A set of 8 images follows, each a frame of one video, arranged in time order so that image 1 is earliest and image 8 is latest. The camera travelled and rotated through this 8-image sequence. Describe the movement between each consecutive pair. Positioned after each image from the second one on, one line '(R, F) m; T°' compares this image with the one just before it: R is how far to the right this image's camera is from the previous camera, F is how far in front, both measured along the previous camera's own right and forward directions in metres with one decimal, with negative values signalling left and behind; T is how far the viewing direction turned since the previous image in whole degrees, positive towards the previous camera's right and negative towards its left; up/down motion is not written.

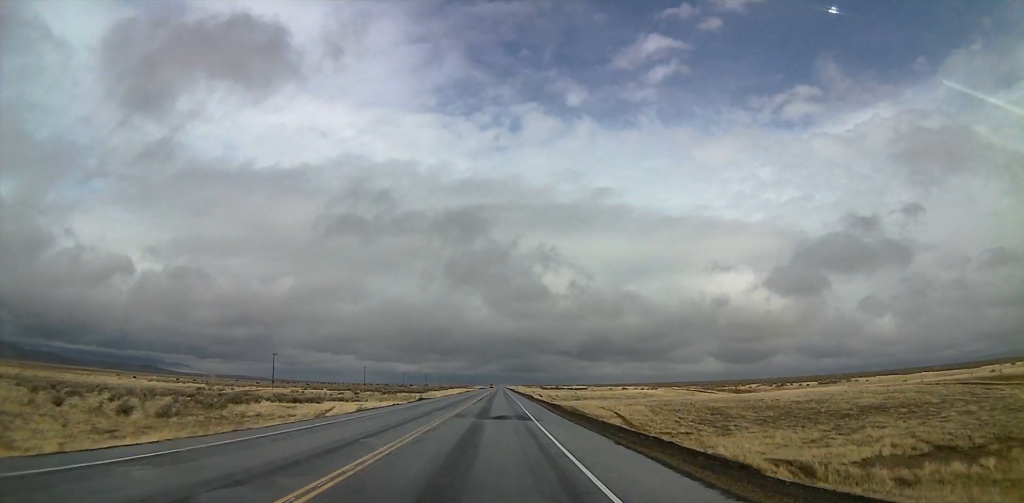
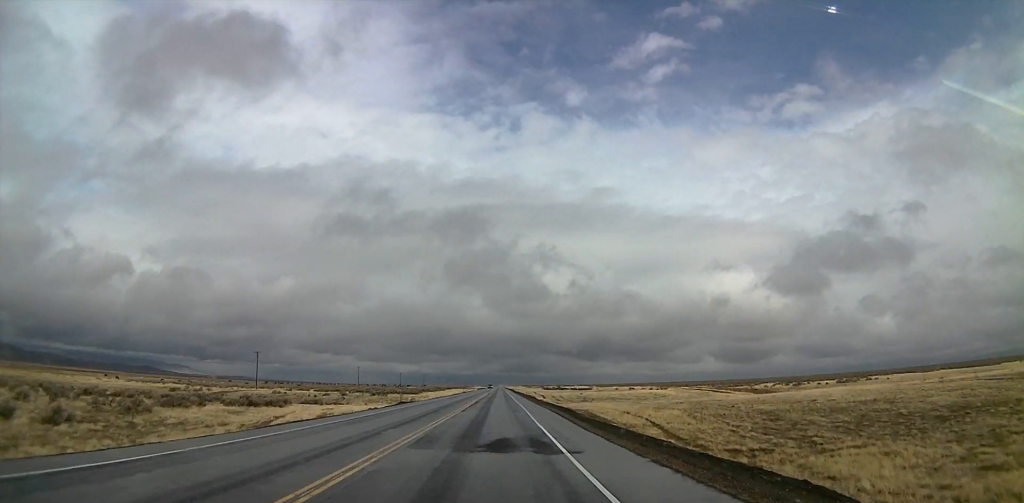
(0.0, +13.4) m; 0°
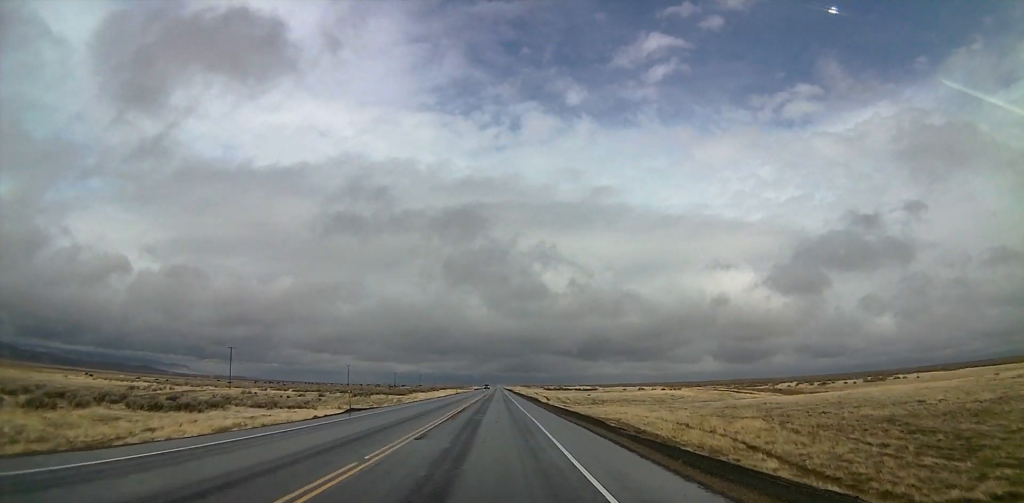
(-0.1, +17.8) m; +1°
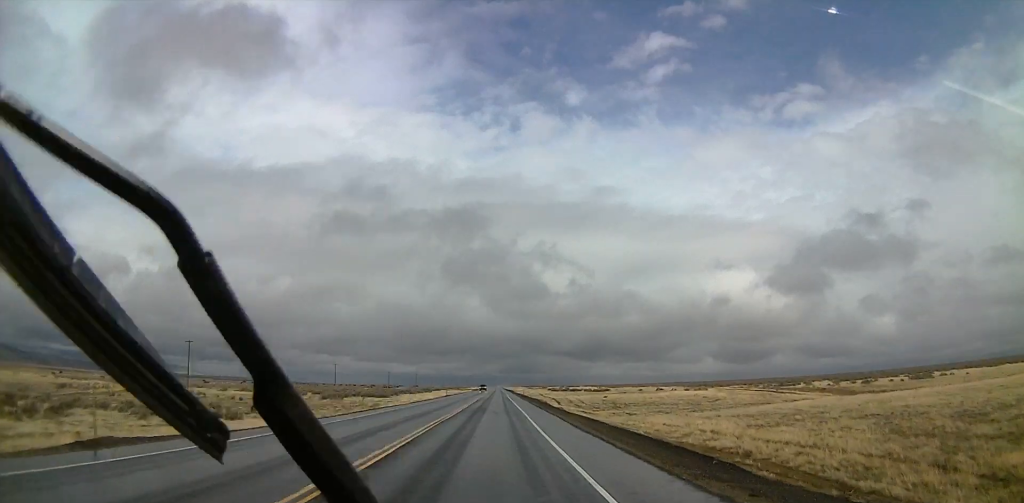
(+0.4, +23.8) m; +1°
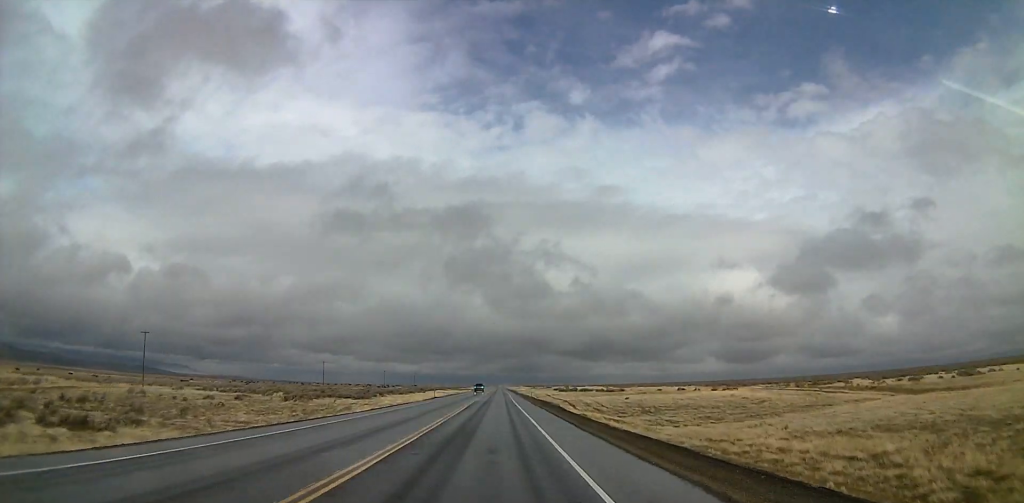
(+0.1, +19.7) m; 0°
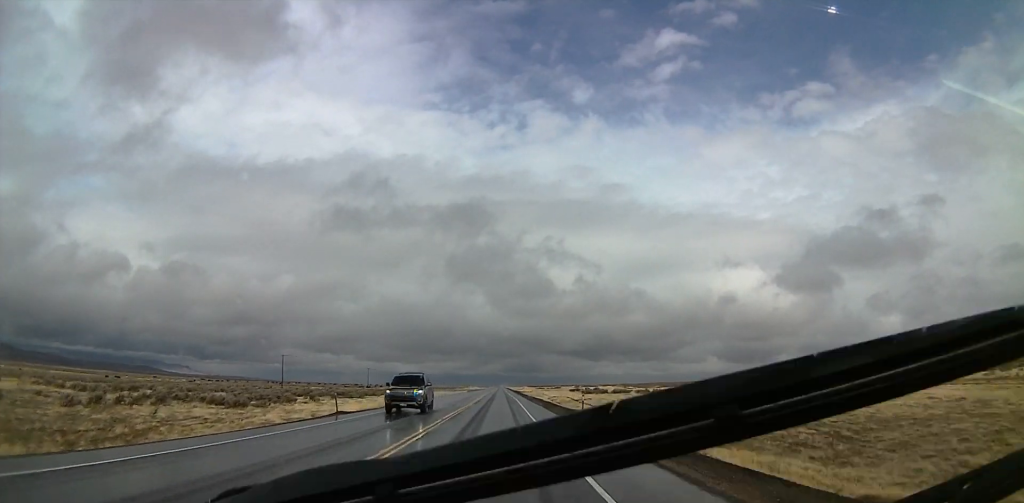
(-0.9, +44.2) m; -2°
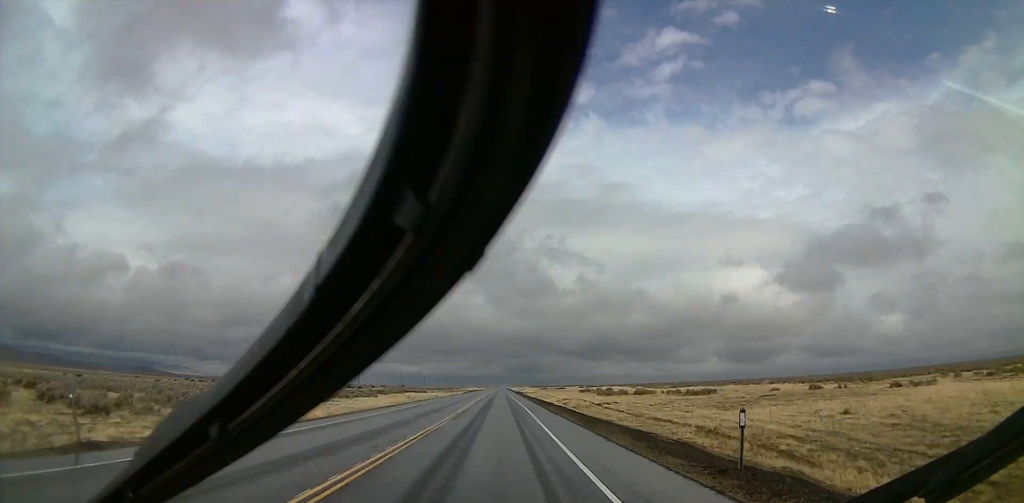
(0.0, +16.7) m; 0°
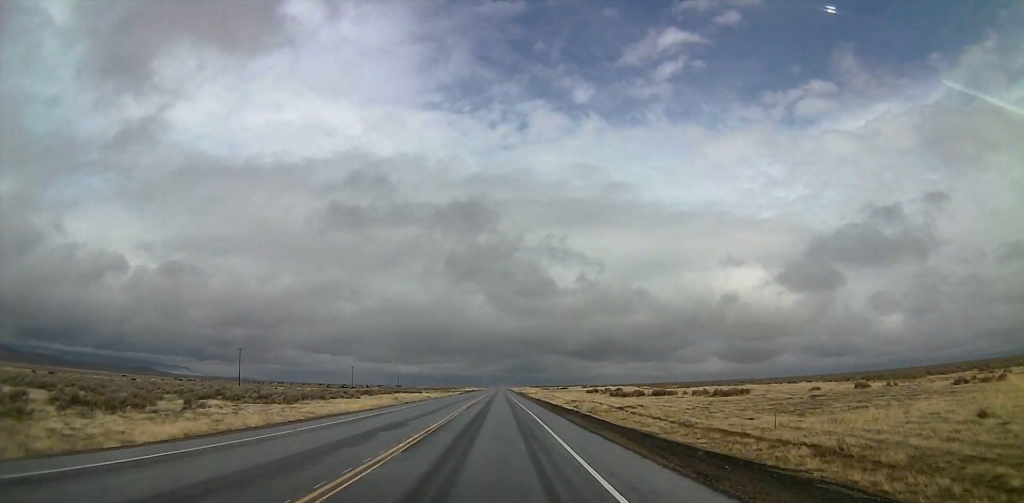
(0.0, +9.6) m; 0°
